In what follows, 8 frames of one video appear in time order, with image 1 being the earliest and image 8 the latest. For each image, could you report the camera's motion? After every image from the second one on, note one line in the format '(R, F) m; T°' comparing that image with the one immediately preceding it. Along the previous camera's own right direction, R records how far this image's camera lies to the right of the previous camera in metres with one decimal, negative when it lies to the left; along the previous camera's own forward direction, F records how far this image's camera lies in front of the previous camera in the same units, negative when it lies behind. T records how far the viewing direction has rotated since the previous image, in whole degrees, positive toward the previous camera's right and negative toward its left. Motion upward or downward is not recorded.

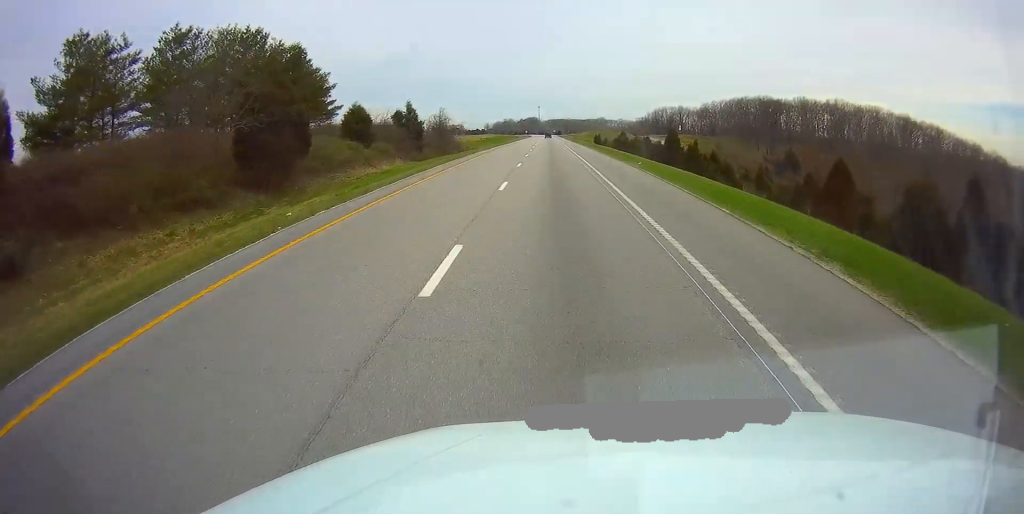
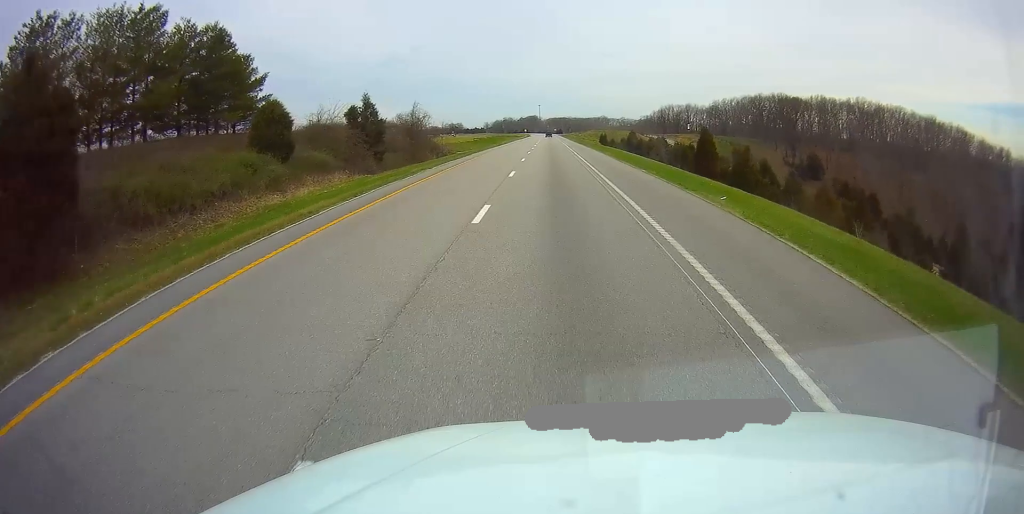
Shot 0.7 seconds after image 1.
(0.0, +19.1) m; 0°
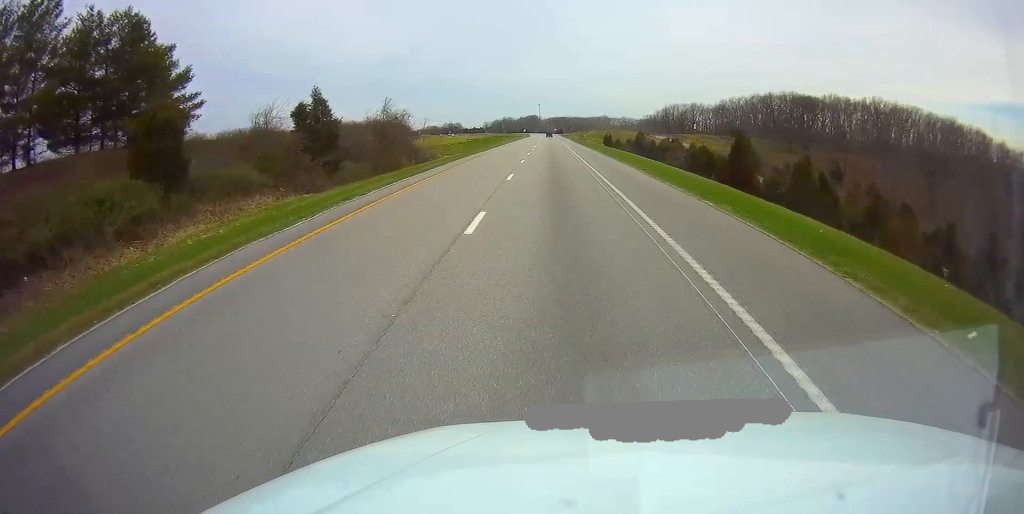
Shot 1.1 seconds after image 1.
(0.0, +13.5) m; 0°
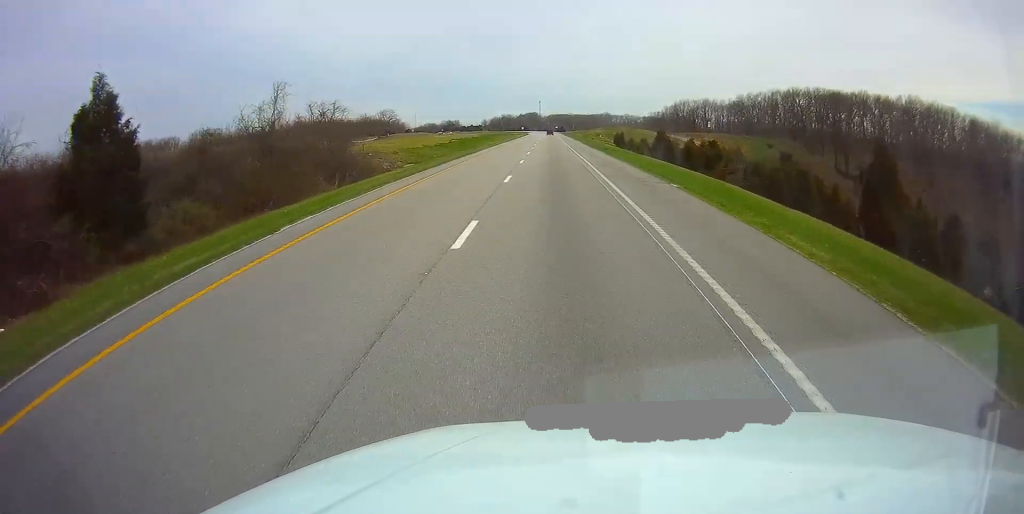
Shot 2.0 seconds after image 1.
(0.0, +26.0) m; 0°
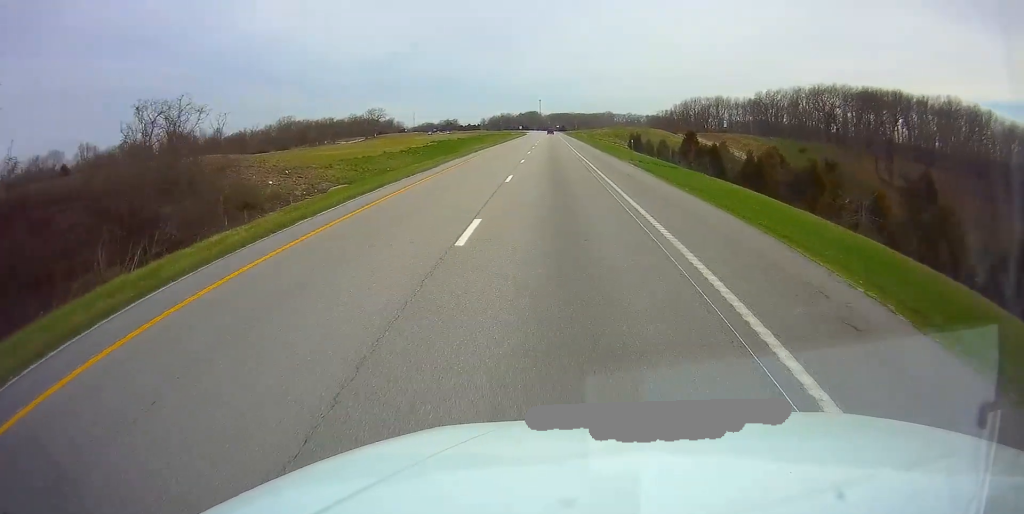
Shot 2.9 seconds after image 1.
(0.0, +24.2) m; 0°
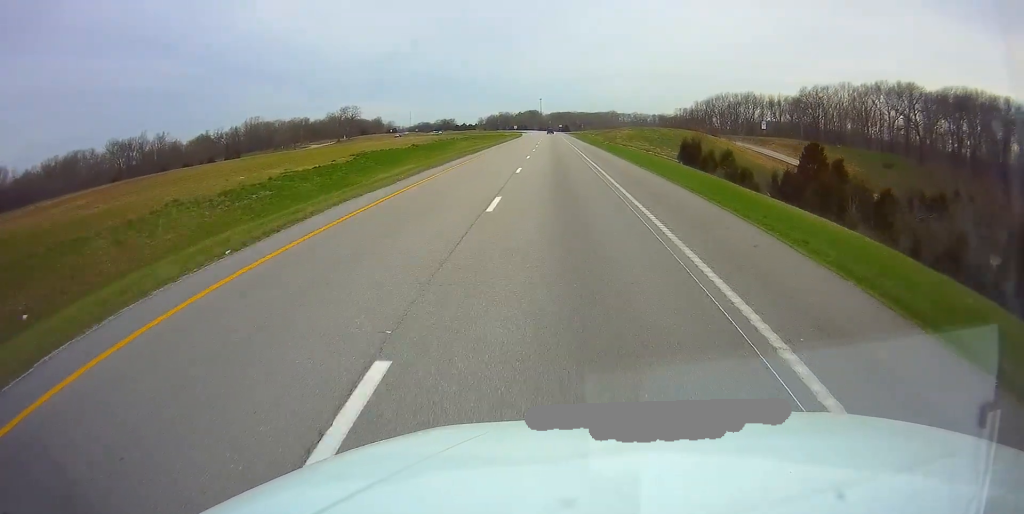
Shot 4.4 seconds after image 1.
(+0.1, +45.1) m; 0°
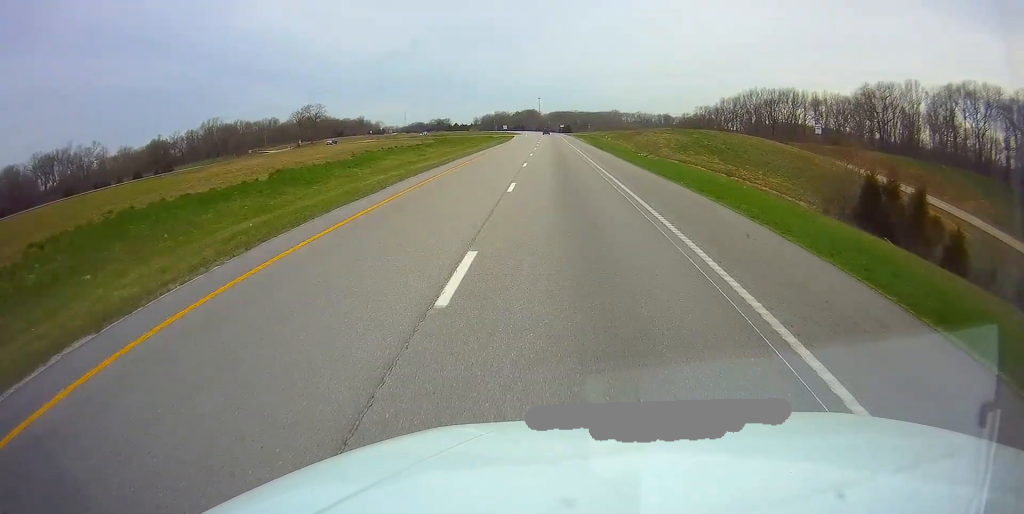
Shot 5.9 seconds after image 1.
(+0.1, +44.4) m; 0°
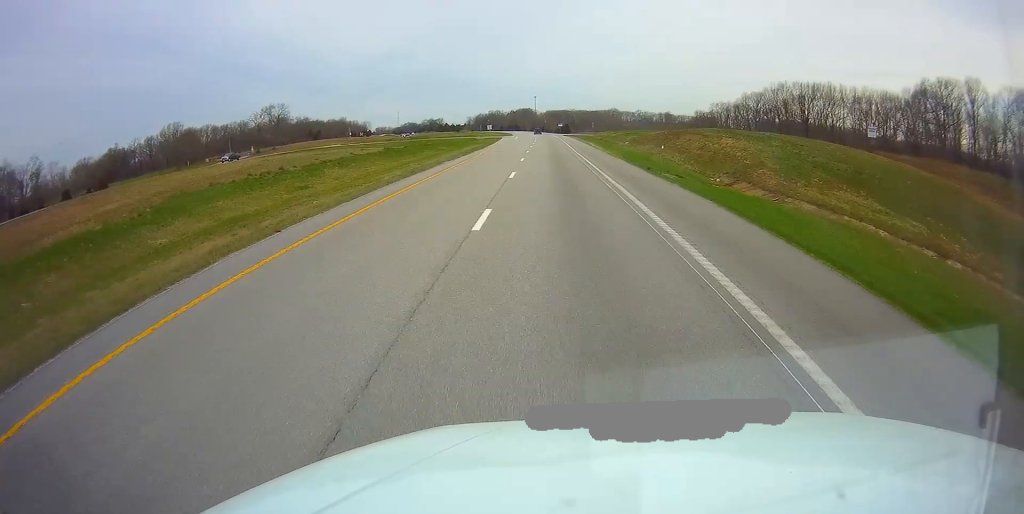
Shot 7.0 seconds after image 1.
(0.0, +31.8) m; 0°
